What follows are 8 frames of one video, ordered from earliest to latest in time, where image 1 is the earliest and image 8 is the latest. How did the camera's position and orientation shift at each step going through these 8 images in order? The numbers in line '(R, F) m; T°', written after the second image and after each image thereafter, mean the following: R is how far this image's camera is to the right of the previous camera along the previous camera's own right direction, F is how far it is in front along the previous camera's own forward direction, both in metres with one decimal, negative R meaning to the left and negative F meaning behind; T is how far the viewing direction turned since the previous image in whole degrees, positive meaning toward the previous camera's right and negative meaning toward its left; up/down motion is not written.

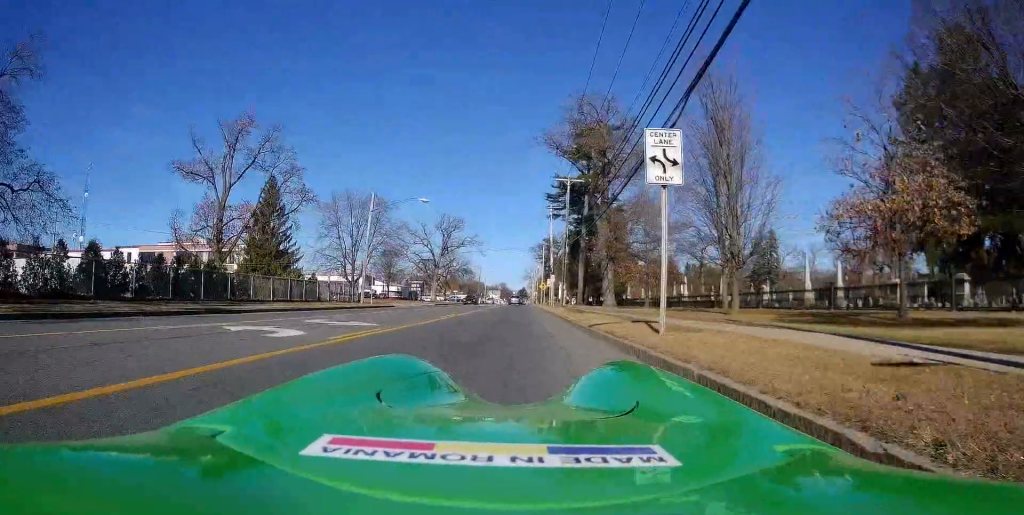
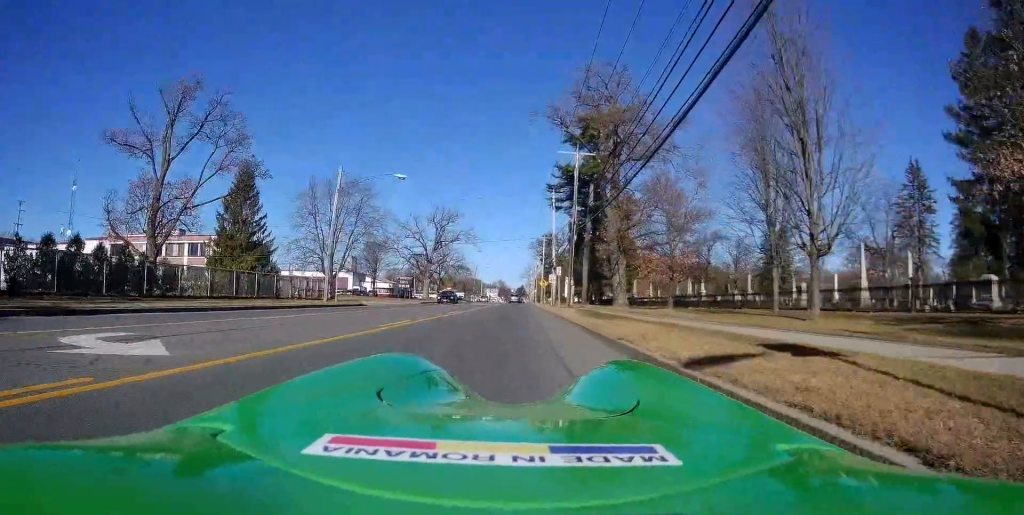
(0.0, +8.3) m; 0°
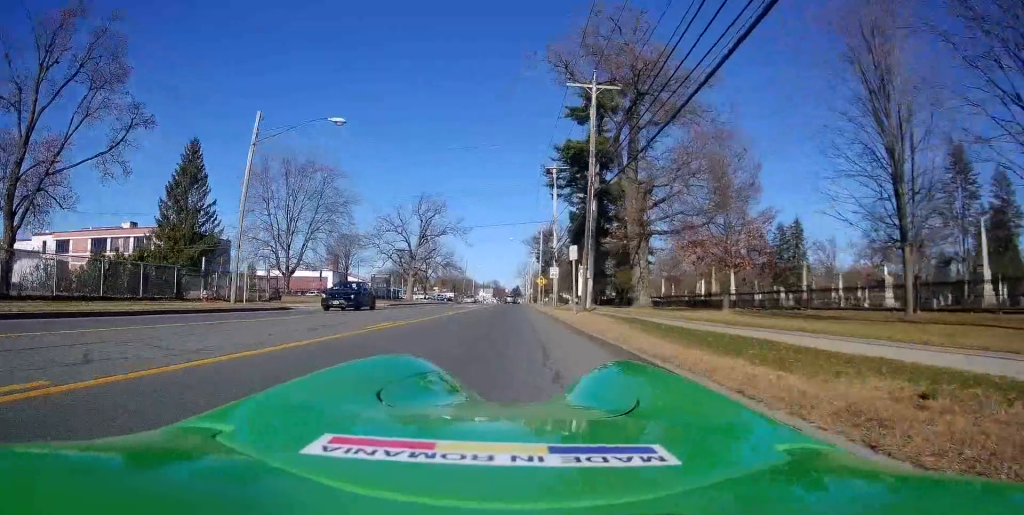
(0.0, +12.3) m; 0°
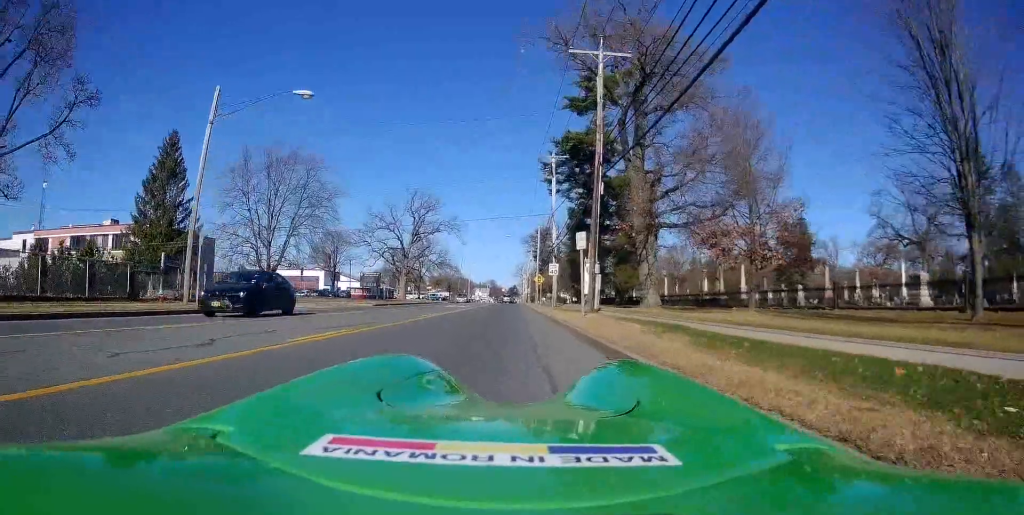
(0.0, +3.8) m; 0°
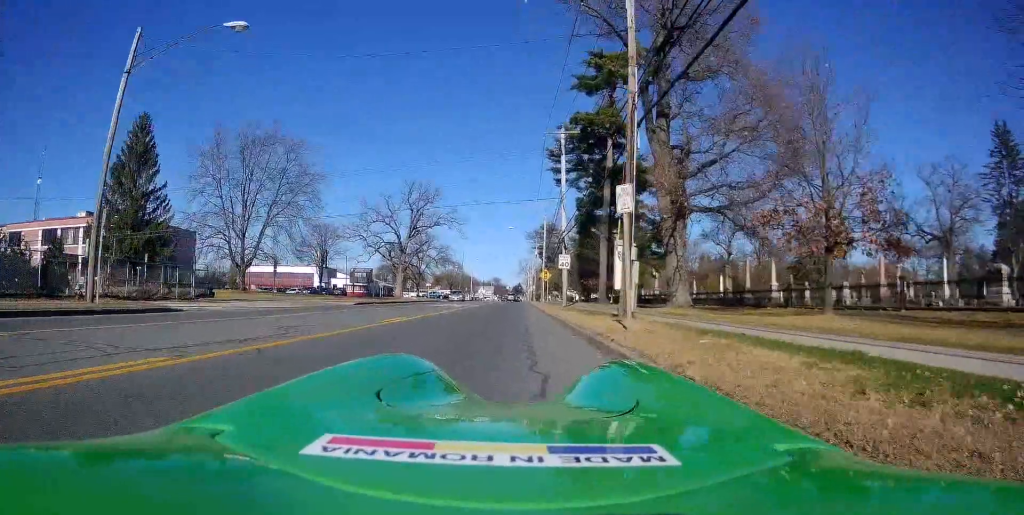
(0.0, +6.5) m; 0°
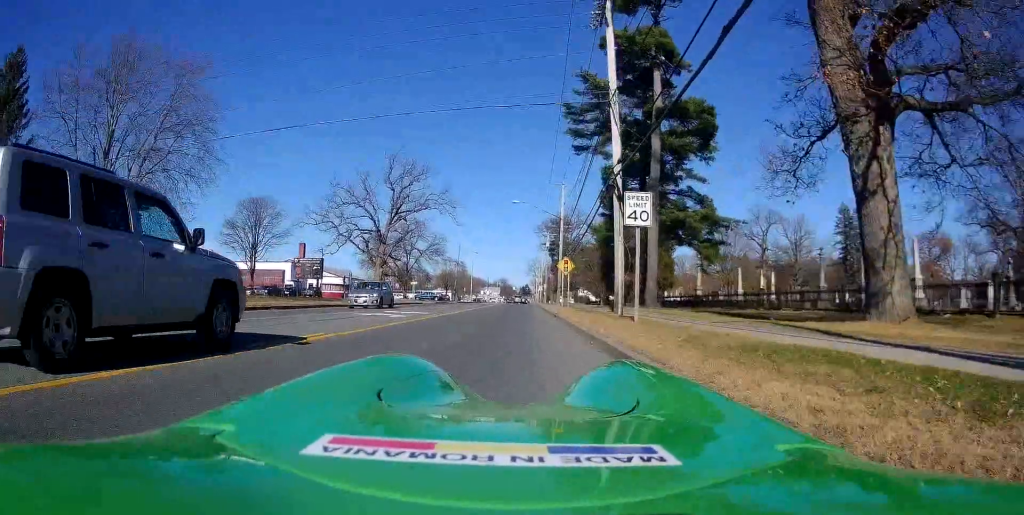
(0.0, +19.1) m; 0°
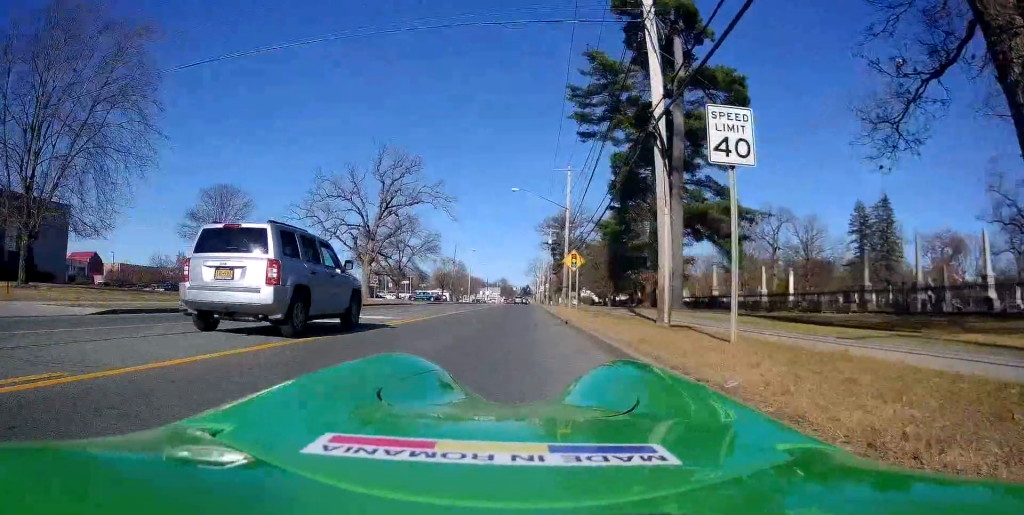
(0.0, +6.2) m; -1°
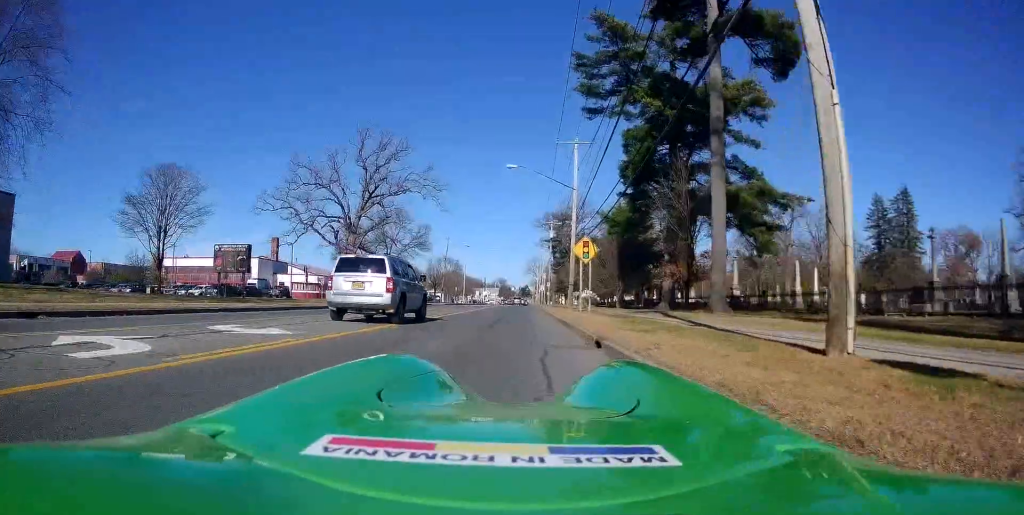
(-0.1, +7.3) m; -2°
